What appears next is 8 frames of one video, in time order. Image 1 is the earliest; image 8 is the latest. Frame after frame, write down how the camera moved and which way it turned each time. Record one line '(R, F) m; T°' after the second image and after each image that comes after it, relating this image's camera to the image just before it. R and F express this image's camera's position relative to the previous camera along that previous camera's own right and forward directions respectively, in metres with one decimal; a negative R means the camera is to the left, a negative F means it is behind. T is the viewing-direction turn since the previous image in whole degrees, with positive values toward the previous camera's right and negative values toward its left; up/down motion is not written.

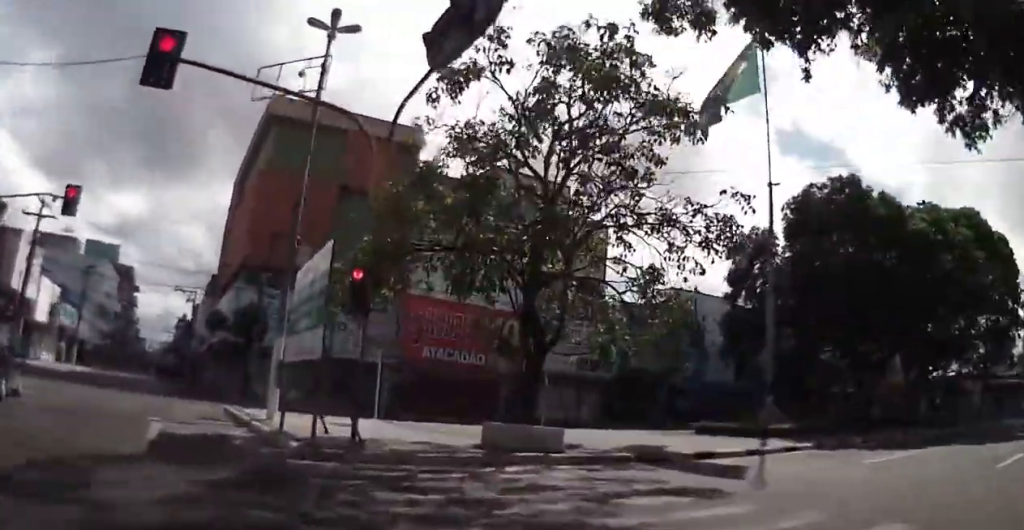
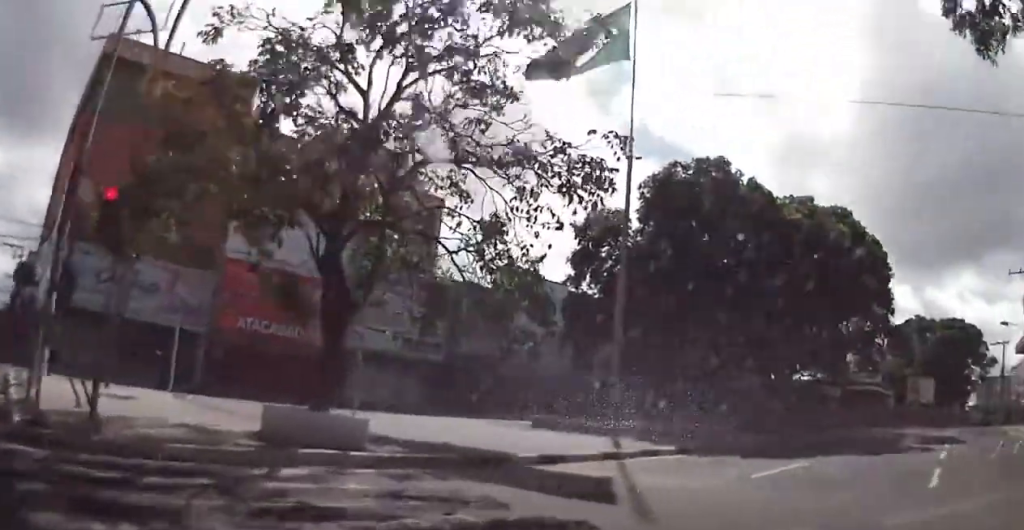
(+0.2, +3.9) m; +8°
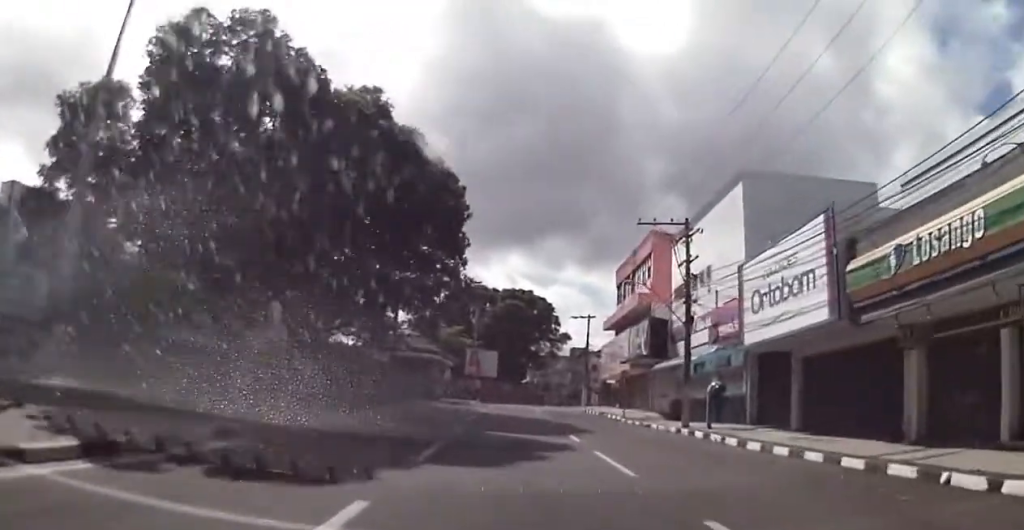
(+4.0, +8.5) m; +56°
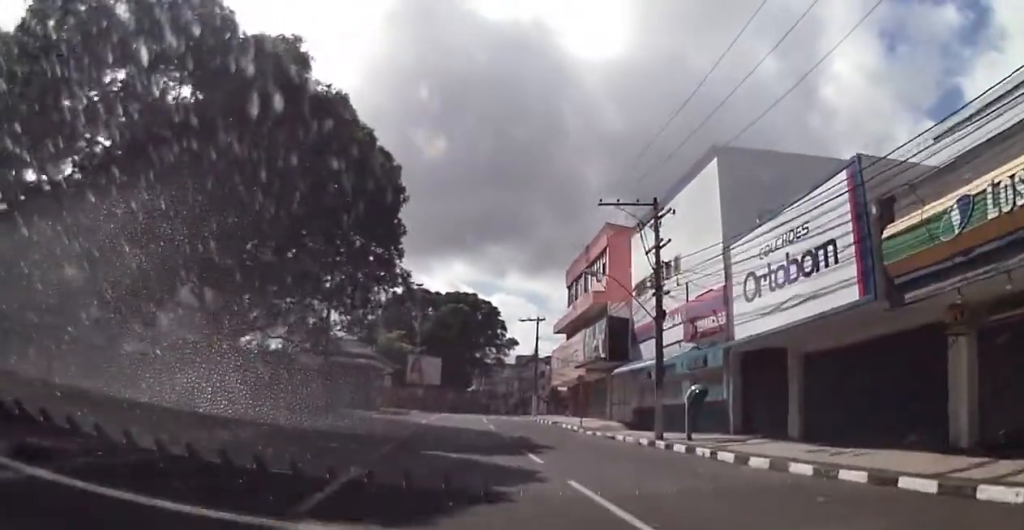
(+0.8, +4.1) m; +8°
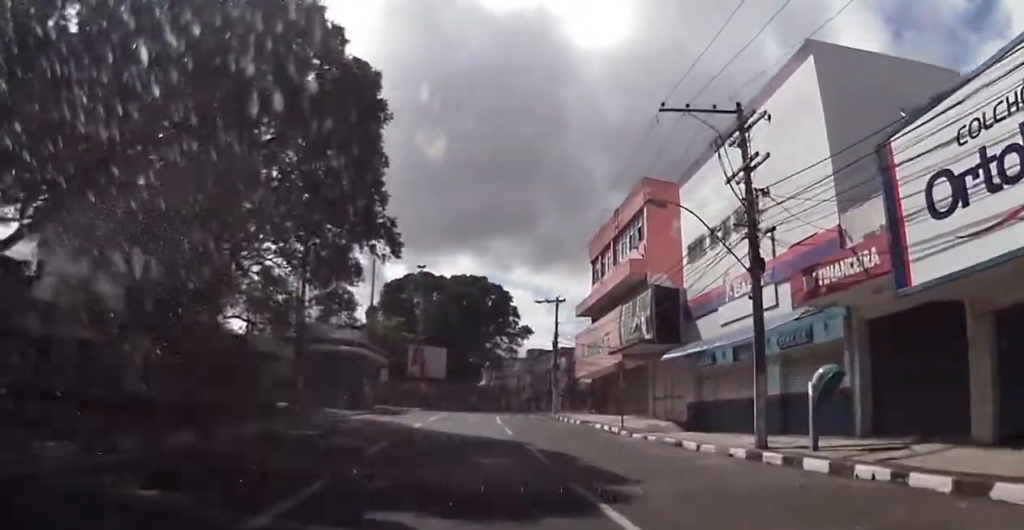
(+0.4, +8.5) m; +3°
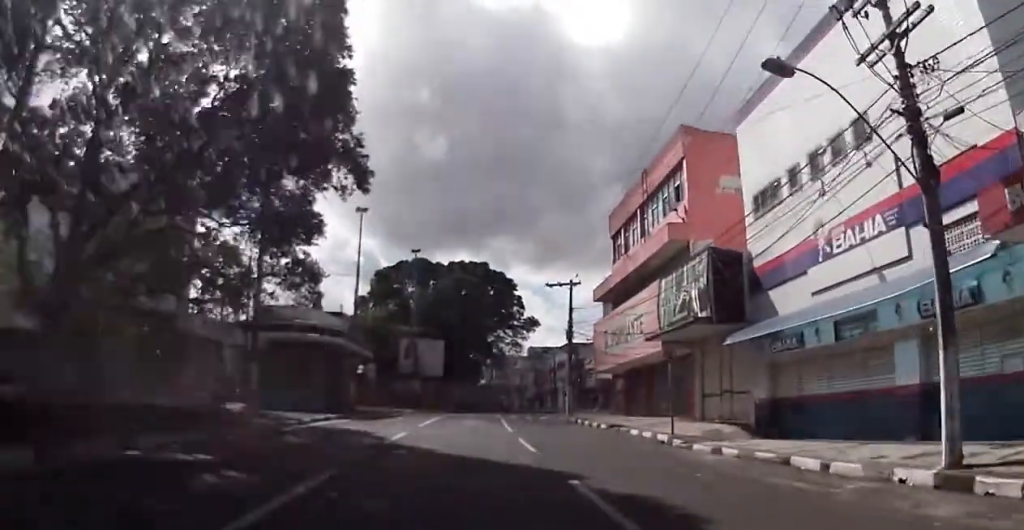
(+0.1, +7.4) m; -4°
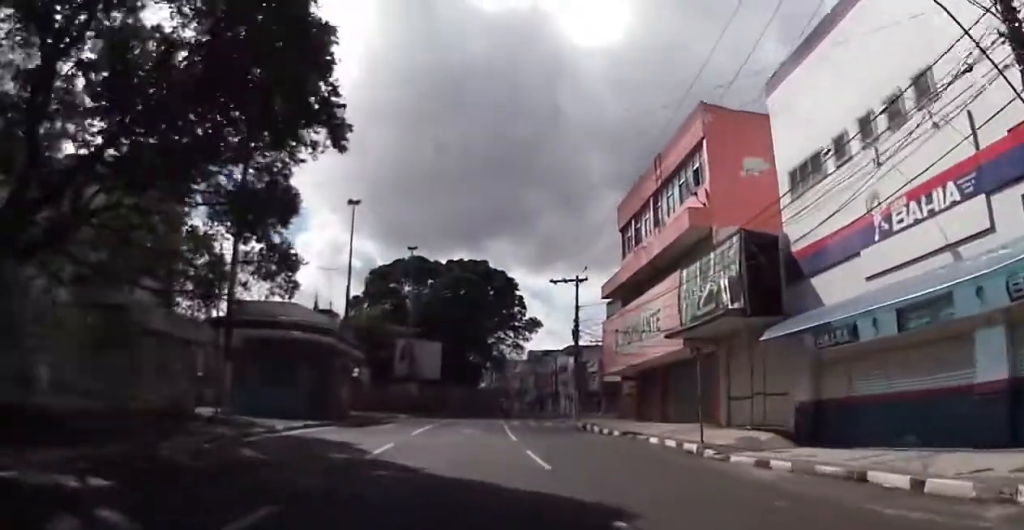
(-0.2, +3.1) m; 0°
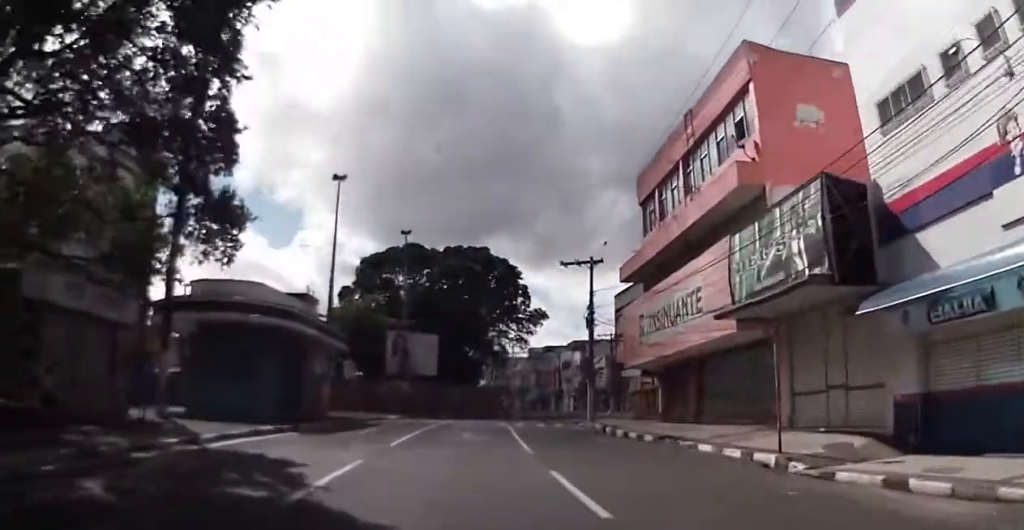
(-0.3, +5.2) m; 0°
